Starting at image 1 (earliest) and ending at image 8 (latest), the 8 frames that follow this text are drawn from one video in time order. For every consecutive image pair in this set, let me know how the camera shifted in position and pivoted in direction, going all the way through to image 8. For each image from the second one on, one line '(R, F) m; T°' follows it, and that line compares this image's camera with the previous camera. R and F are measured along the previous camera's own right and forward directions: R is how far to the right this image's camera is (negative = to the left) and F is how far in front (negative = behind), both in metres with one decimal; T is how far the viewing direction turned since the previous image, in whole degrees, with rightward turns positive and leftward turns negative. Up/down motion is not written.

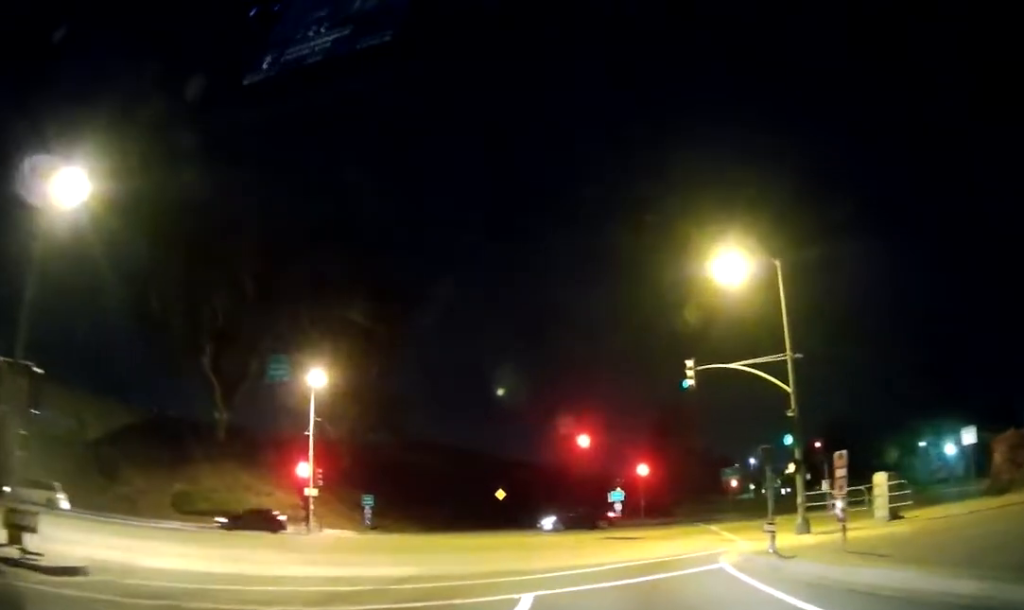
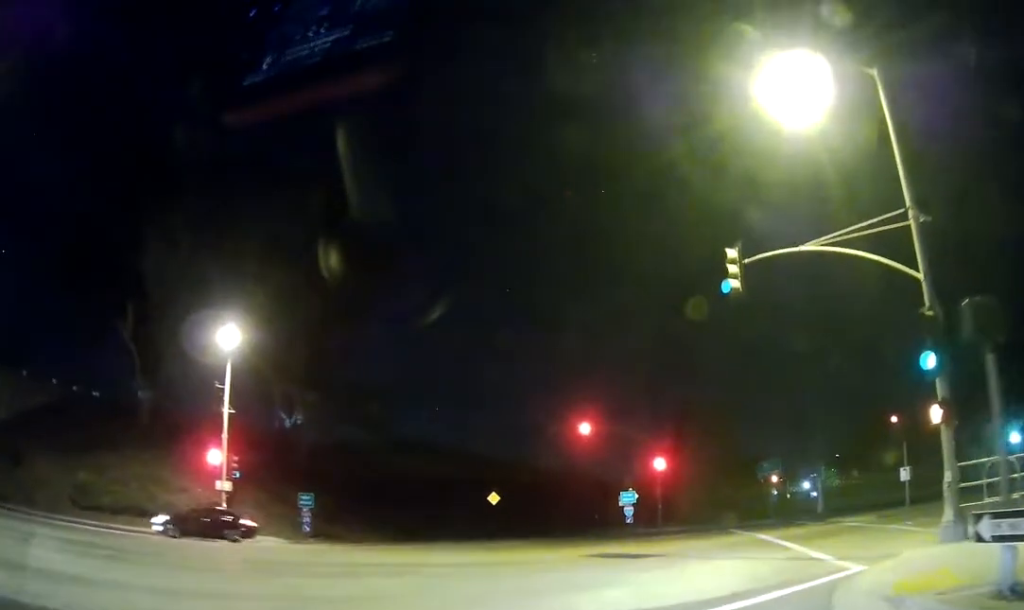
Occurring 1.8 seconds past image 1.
(-0.7, +14.3) m; -3°
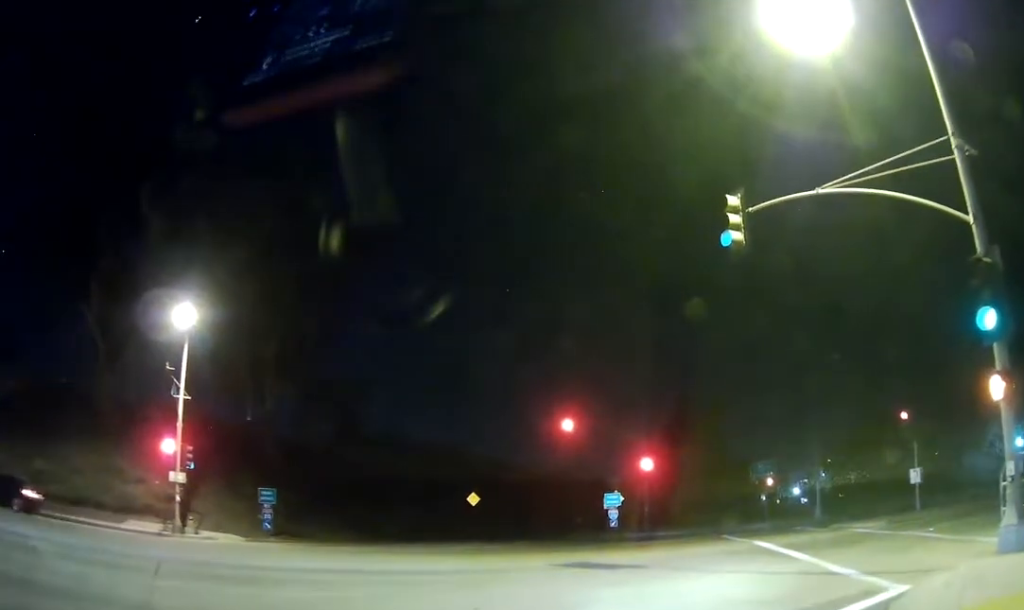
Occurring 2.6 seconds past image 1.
(0.0, +4.5) m; -3°
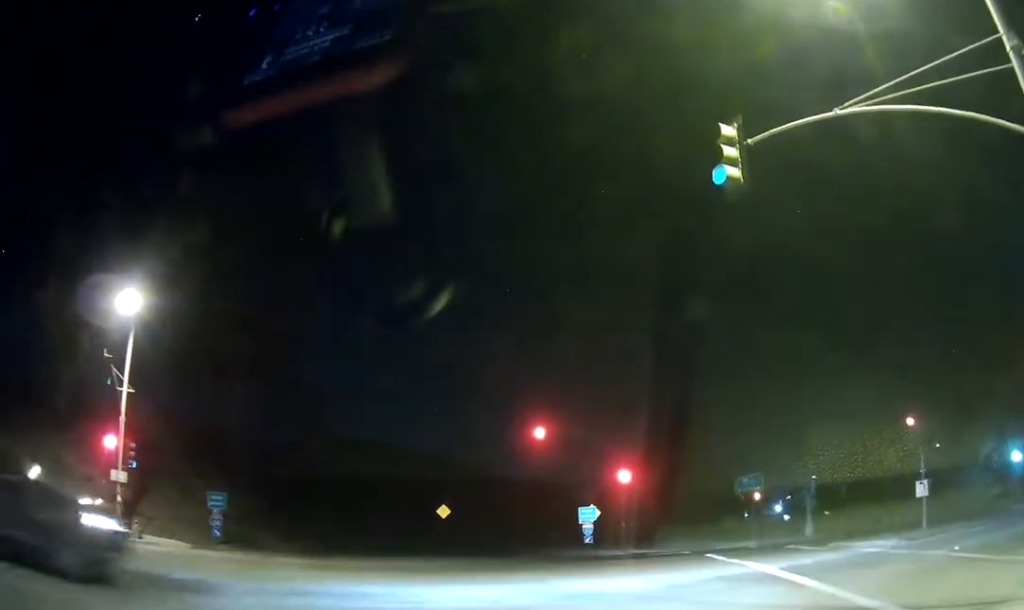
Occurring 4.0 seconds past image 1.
(-0.4, +3.8) m; -3°
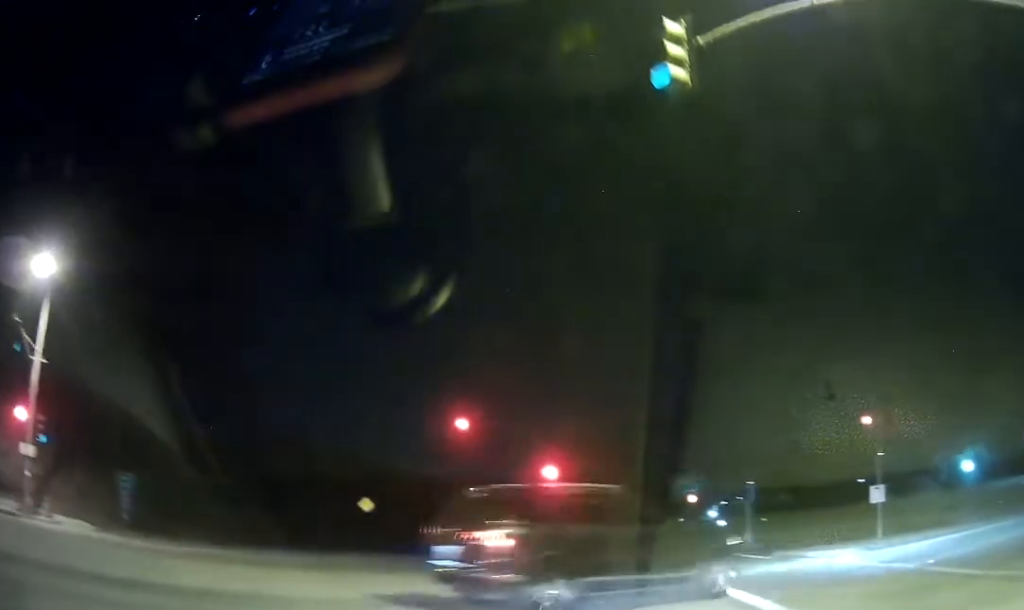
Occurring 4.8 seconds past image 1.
(0.0, +1.4) m; +10°
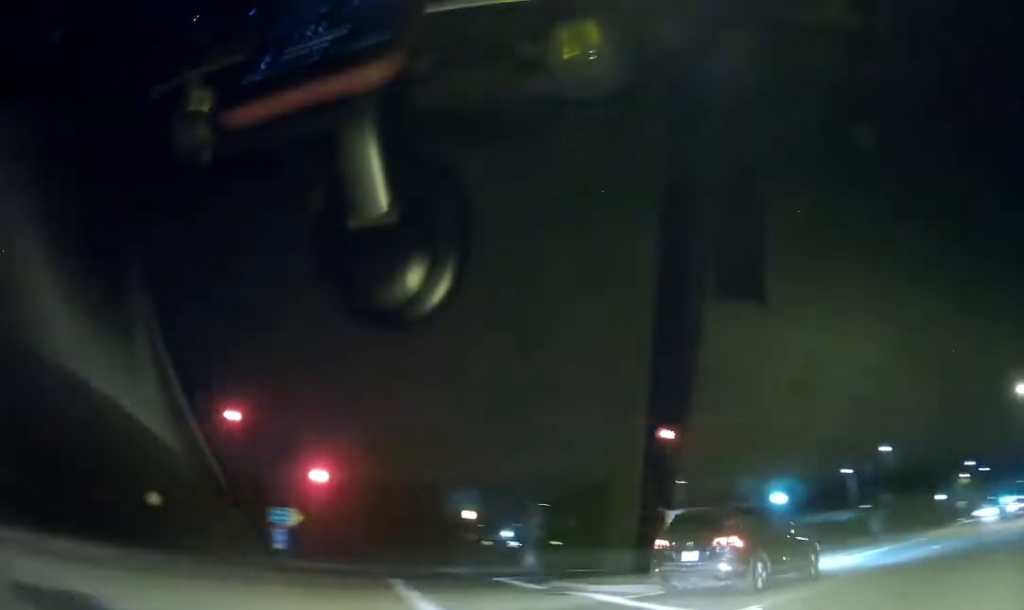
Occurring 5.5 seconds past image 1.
(+0.1, +1.3) m; +17°
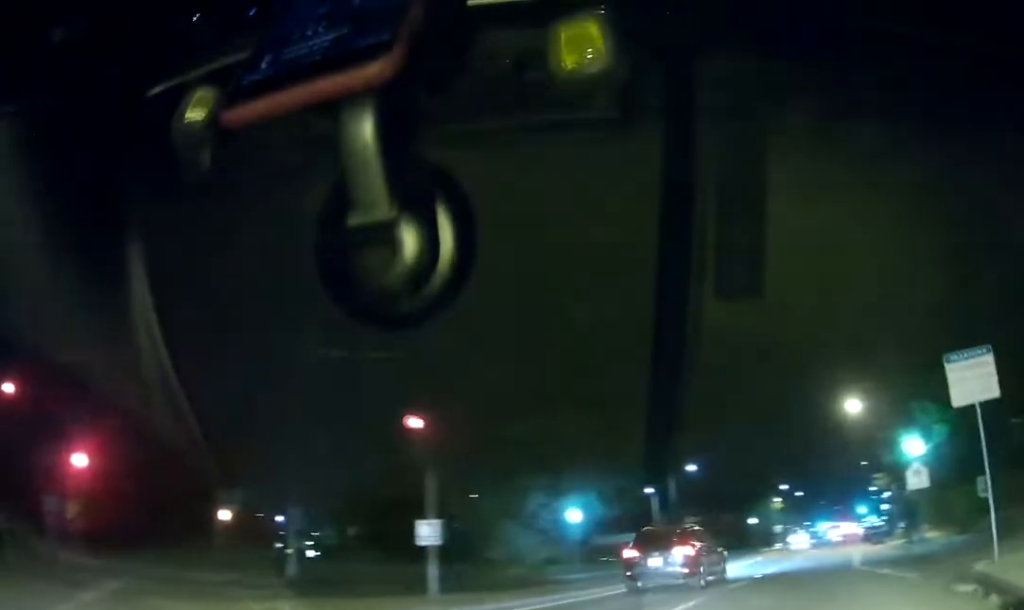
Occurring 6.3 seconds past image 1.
(+0.3, +2.3) m; +11°
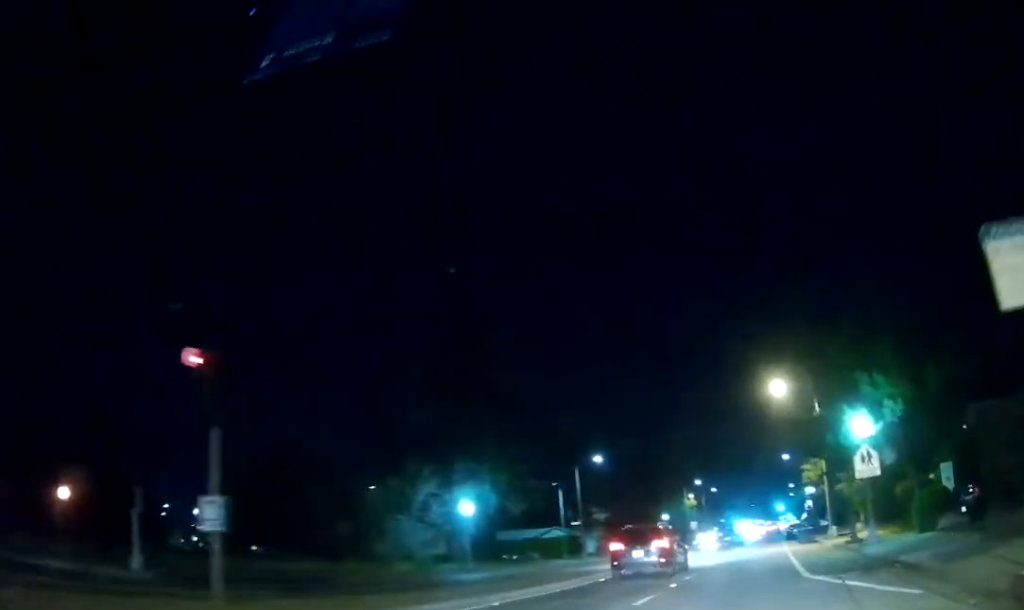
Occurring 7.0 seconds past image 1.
(+0.3, +3.4) m; +6°
